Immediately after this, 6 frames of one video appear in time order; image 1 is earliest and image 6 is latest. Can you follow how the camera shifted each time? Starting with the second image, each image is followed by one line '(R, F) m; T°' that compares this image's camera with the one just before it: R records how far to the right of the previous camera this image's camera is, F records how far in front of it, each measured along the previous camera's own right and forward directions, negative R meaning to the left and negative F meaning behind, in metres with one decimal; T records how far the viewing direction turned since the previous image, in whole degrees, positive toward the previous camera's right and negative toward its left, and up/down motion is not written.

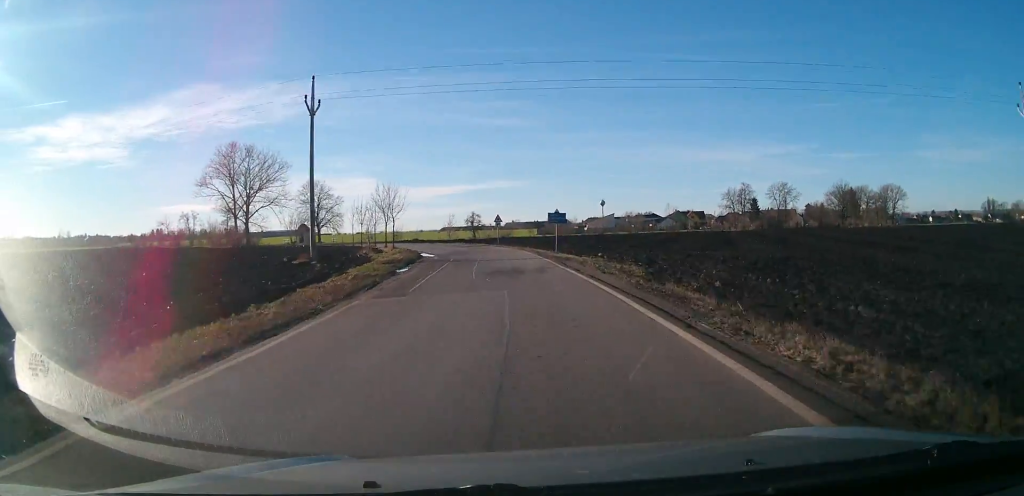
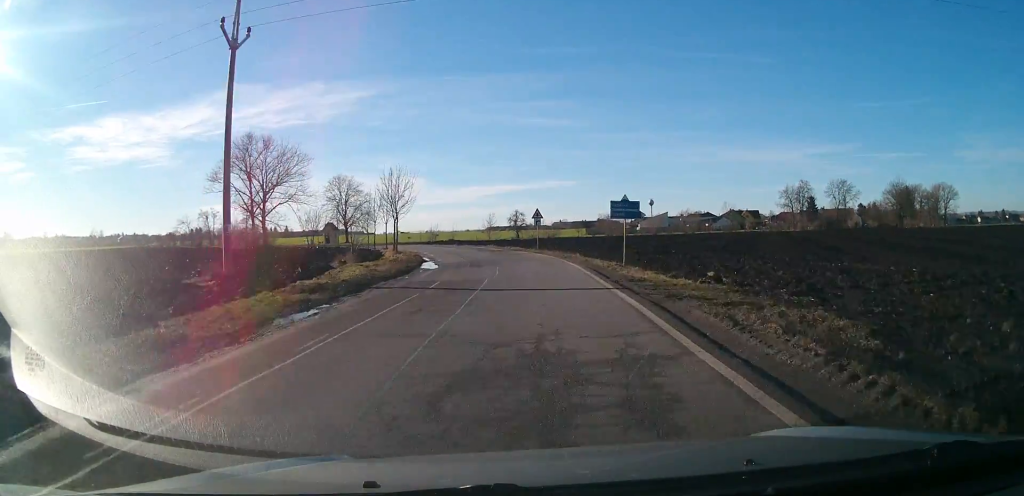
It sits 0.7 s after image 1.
(-1.2, +14.8) m; -4°
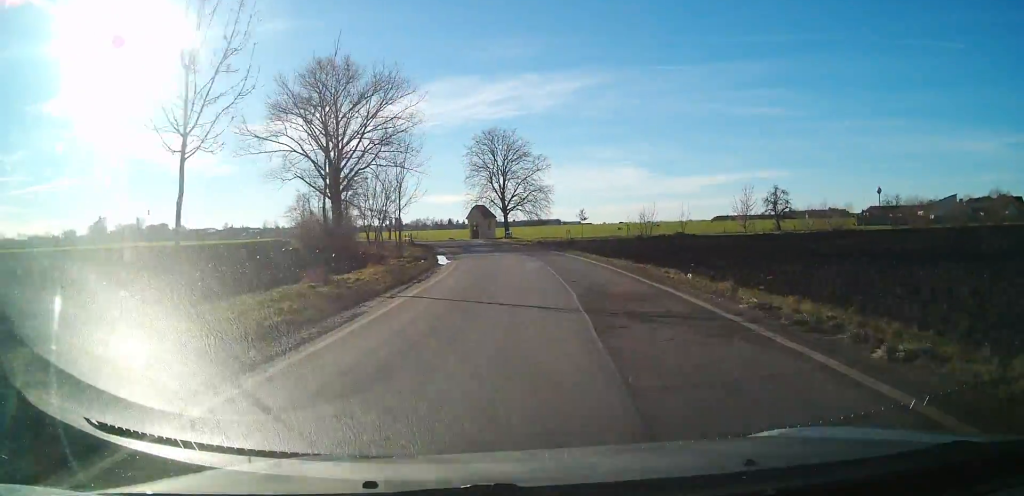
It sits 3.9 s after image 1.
(-9.7, +60.4) m; -19°
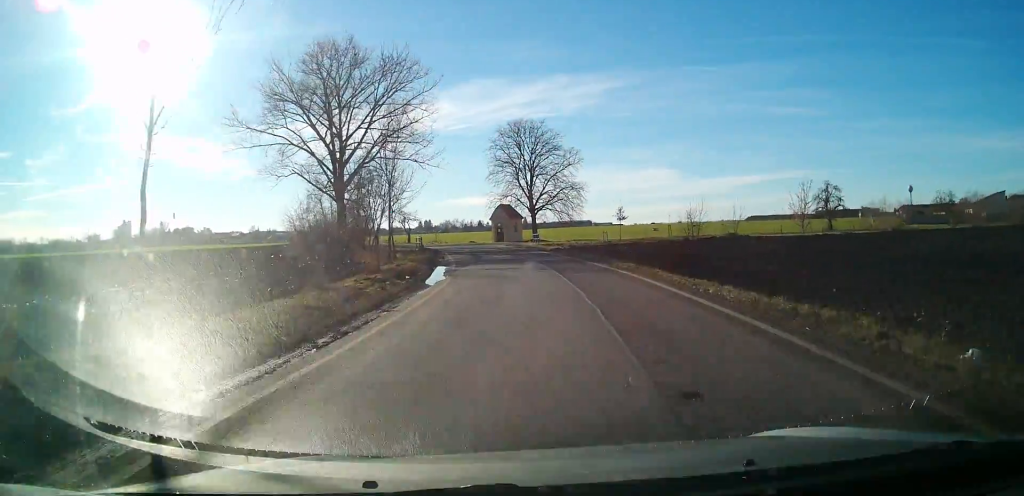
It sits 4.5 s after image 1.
(-0.4, +9.6) m; -3°
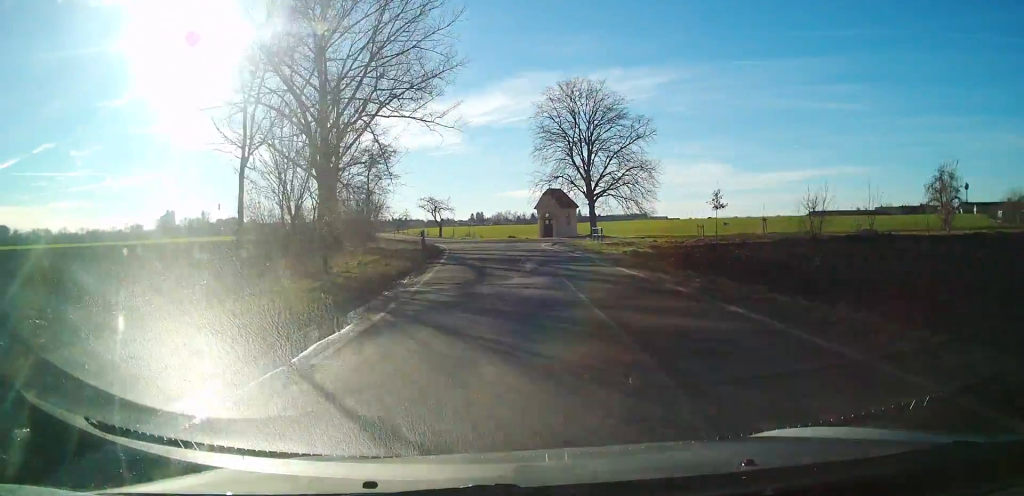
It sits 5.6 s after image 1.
(-1.3, +19.2) m; -6°
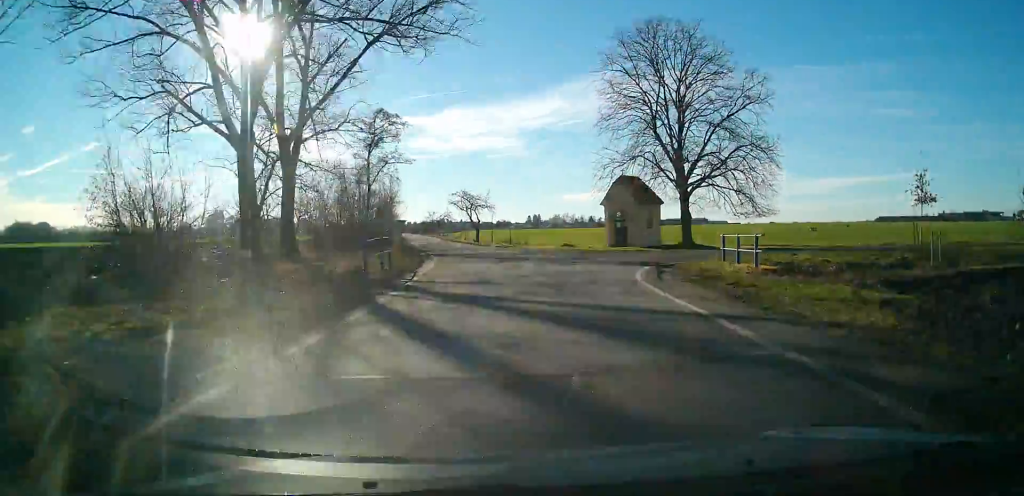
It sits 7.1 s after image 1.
(-0.6, +21.0) m; 0°
